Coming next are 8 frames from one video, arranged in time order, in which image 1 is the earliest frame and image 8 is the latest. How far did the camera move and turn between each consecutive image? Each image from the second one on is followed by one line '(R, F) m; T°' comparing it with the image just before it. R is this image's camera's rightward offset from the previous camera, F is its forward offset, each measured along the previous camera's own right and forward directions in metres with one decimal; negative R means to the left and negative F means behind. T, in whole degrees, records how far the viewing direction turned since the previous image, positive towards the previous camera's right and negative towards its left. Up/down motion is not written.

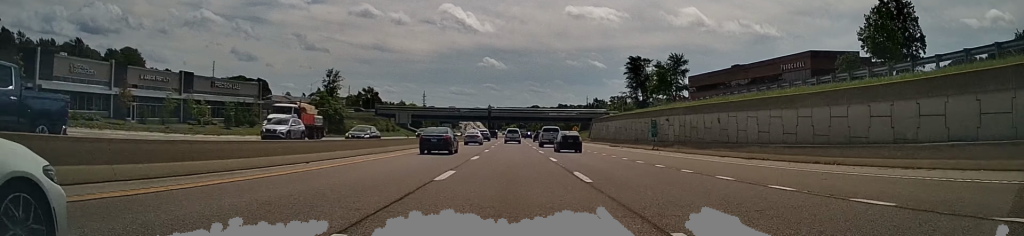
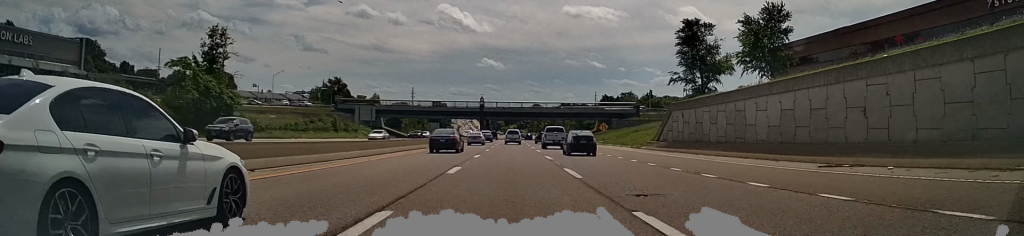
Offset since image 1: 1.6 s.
(-0.2, +45.5) m; 0°
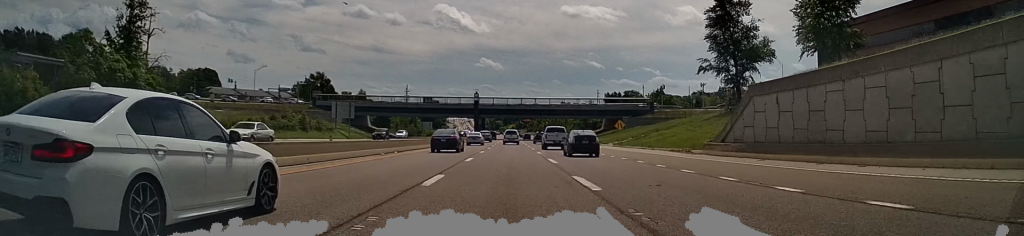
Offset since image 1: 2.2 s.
(+0.2, +16.3) m; +1°
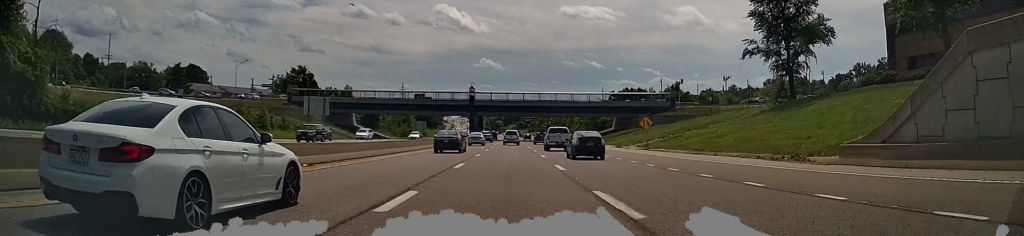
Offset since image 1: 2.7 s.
(+0.1, +16.4) m; 0°
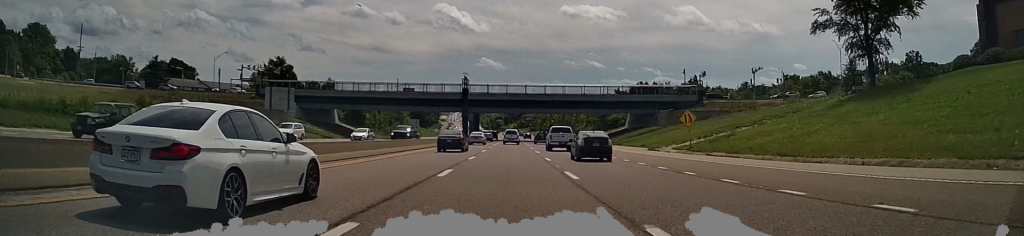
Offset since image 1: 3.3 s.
(0.0, +16.5) m; 0°
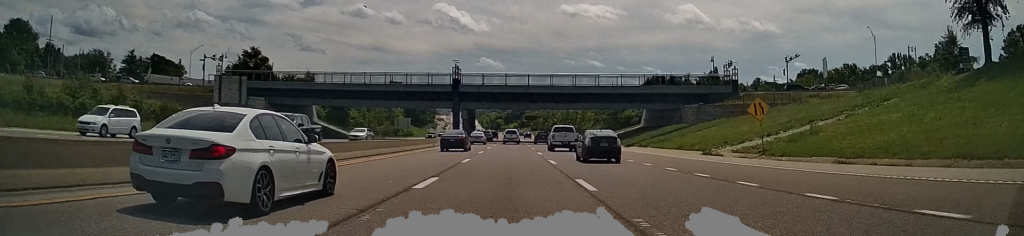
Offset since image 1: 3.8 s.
(0.0, +15.5) m; 0°
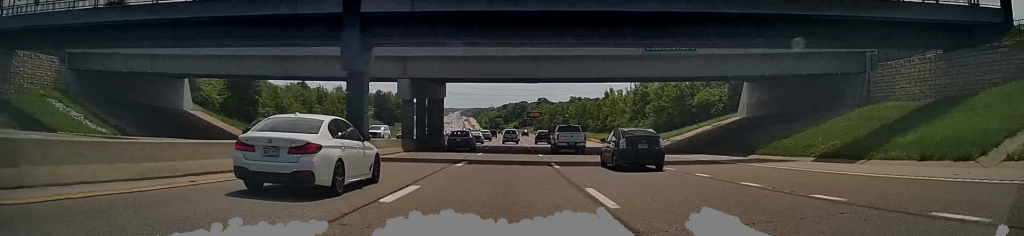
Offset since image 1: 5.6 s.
(-0.3, +50.8) m; 0°
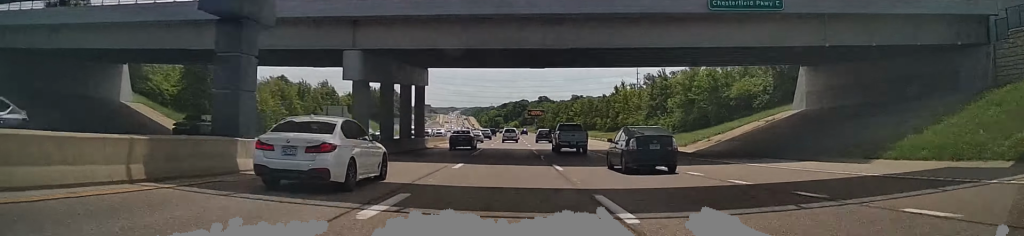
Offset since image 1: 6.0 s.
(0.0, +13.8) m; 0°
